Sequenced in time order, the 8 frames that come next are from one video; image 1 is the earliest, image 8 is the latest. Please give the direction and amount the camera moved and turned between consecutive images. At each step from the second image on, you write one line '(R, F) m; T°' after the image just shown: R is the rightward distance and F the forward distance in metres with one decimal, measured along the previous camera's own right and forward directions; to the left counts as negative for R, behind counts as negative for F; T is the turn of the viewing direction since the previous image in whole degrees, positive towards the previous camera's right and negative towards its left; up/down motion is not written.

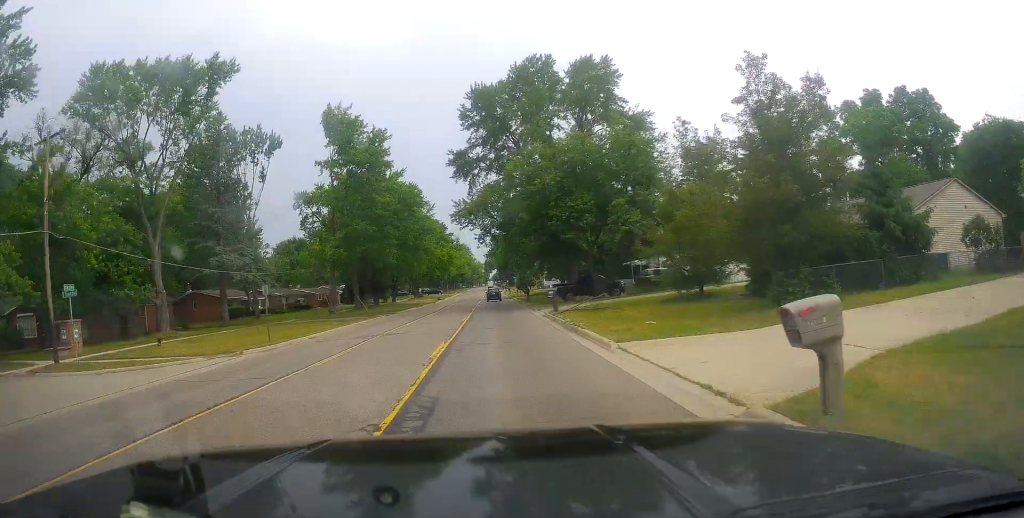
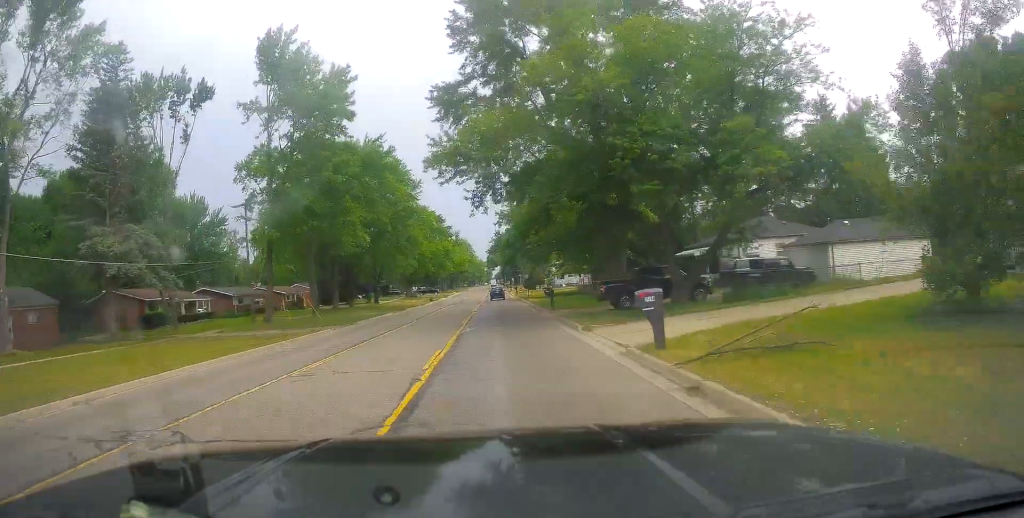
(+0.1, +18.4) m; -1°
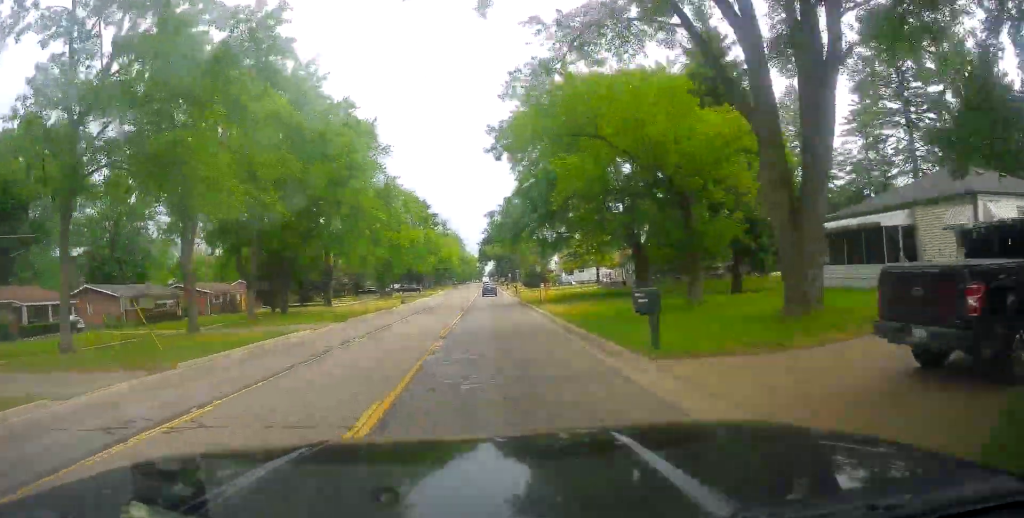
(-0.7, +22.4) m; 0°
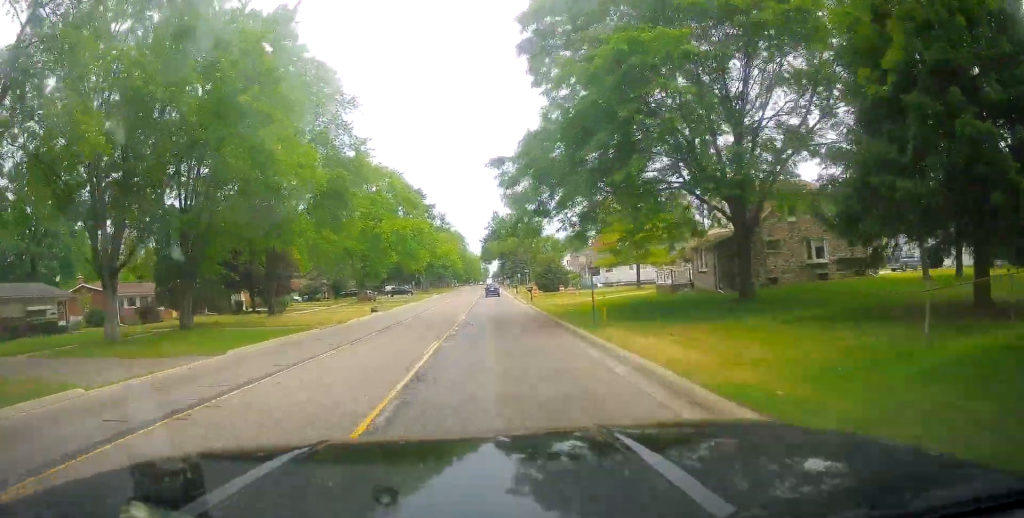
(+0.6, +18.8) m; 0°
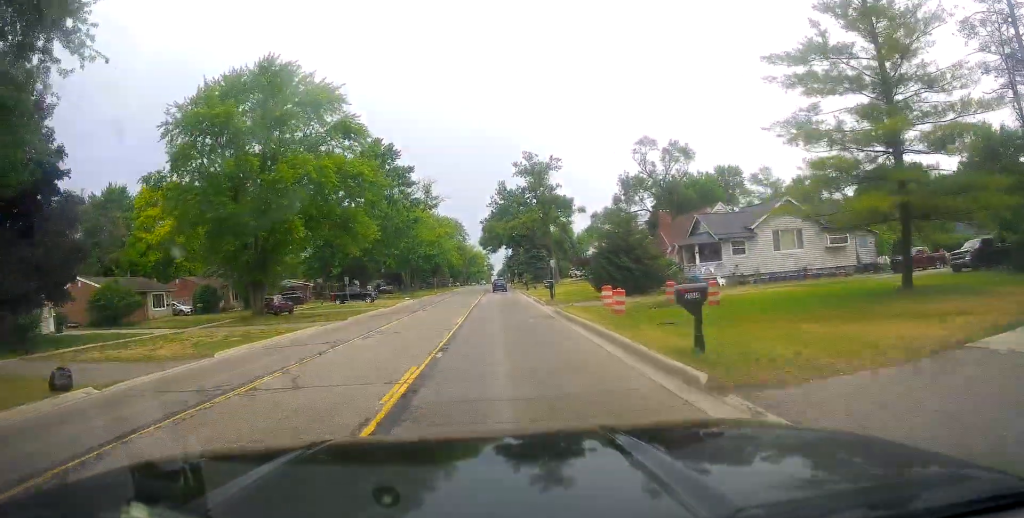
(+0.1, +38.7) m; +1°
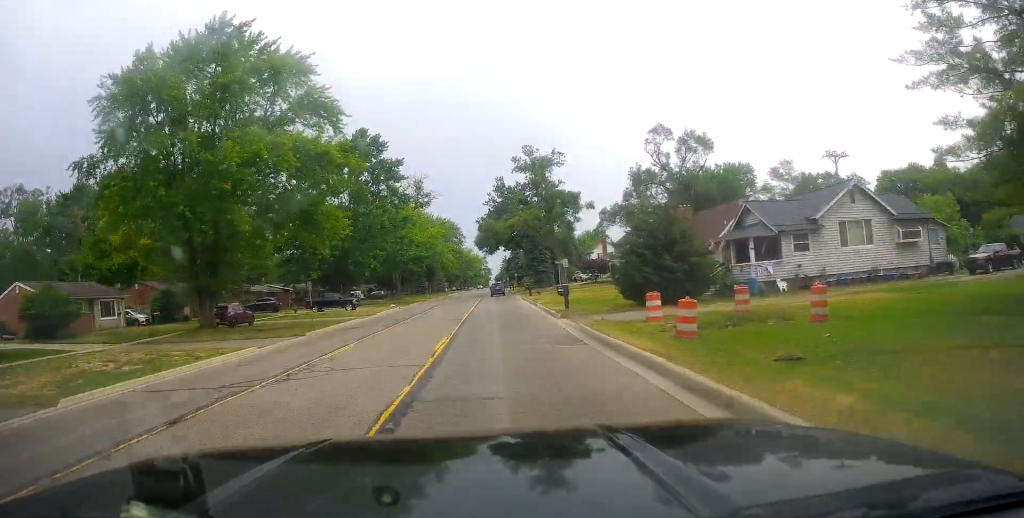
(-0.2, +8.3) m; 0°
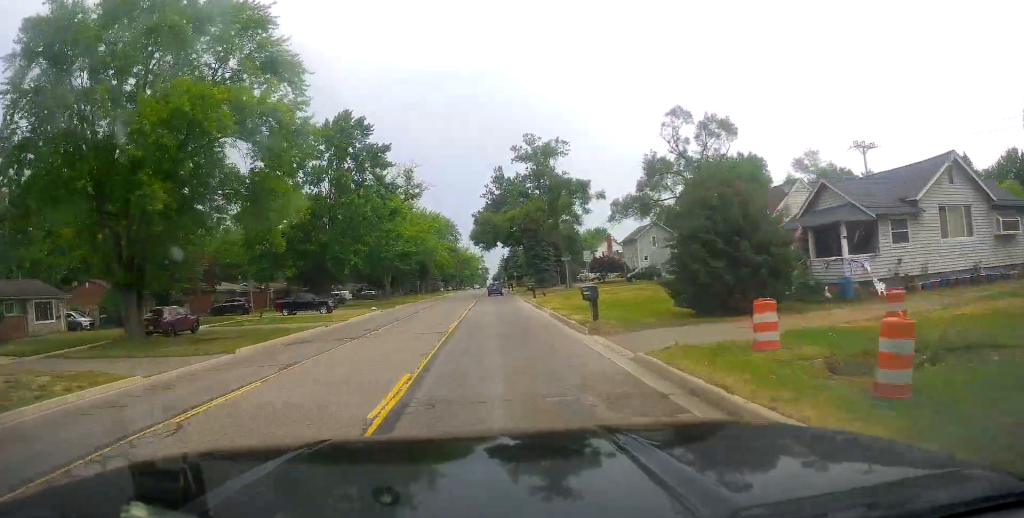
(+0.2, +8.2) m; -1°
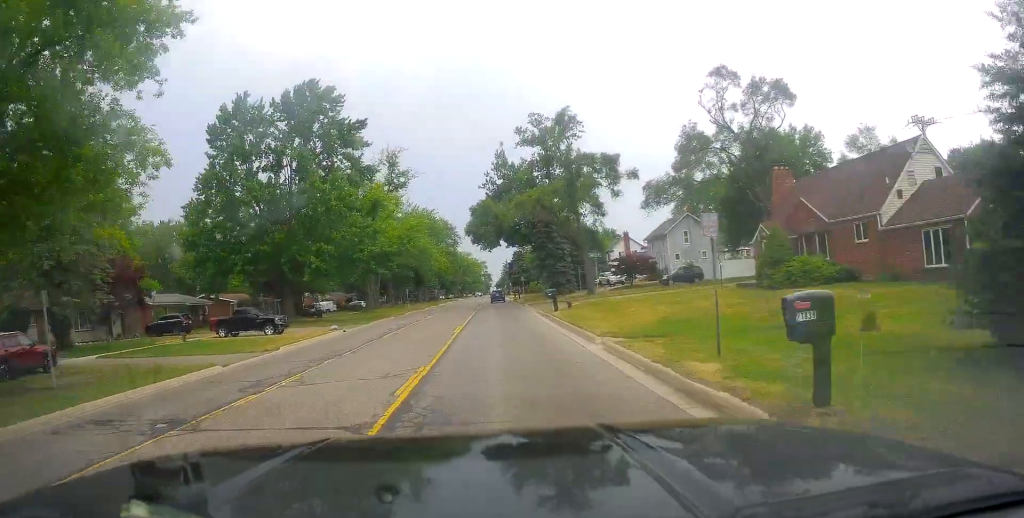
(-0.1, +13.5) m; -1°
